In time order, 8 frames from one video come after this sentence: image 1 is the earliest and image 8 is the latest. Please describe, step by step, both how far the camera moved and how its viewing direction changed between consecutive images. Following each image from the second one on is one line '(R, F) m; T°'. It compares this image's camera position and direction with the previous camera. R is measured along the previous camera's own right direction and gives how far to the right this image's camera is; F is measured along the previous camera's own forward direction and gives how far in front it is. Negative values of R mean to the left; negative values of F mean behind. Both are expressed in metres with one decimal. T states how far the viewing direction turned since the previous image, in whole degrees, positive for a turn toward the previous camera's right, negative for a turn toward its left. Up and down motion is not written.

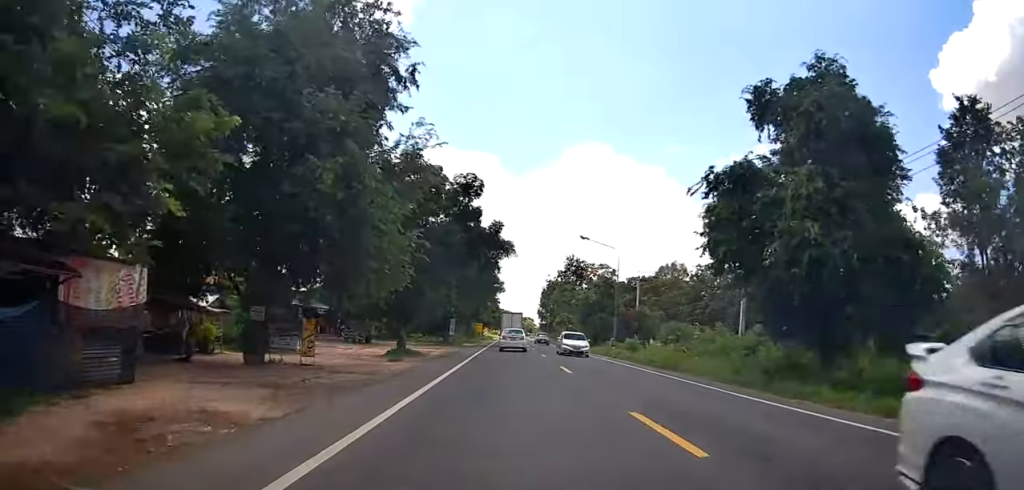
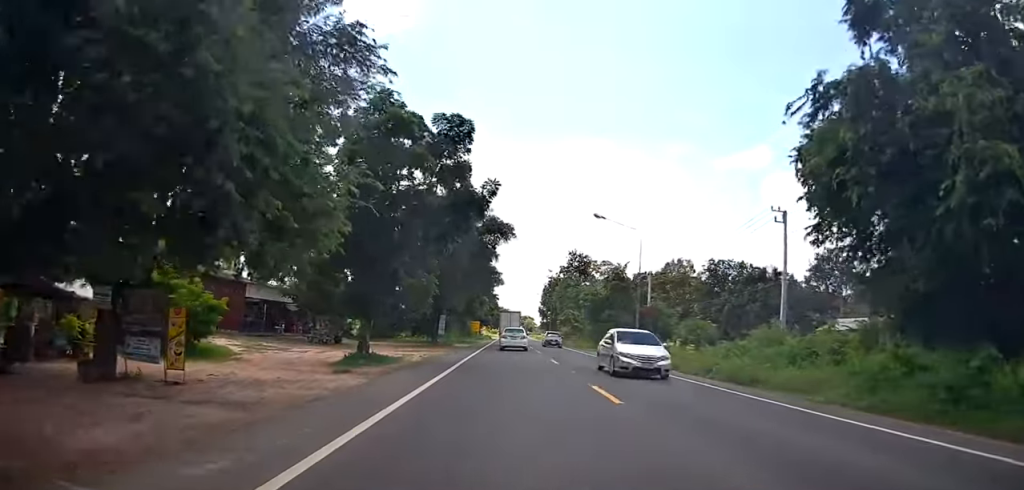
(+0.2, +7.7) m; -2°
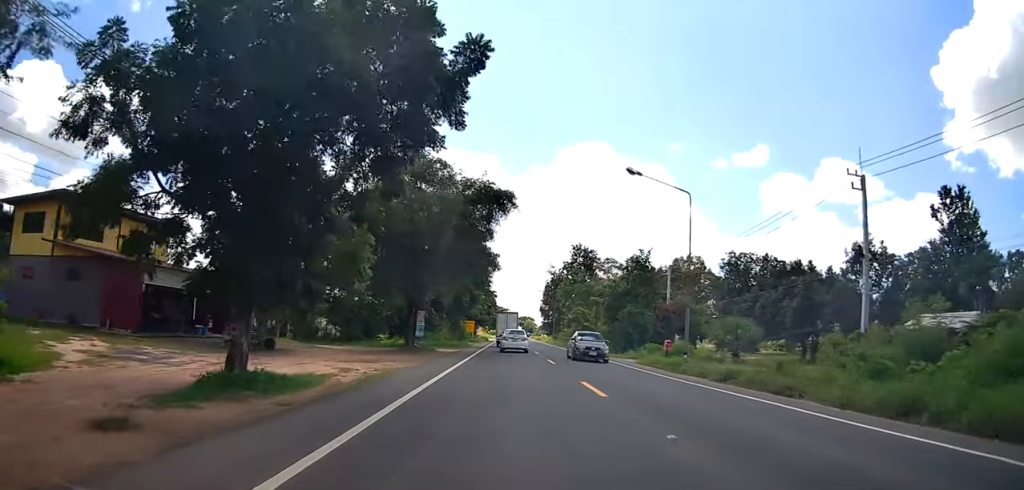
(-0.6, +10.8) m; 0°
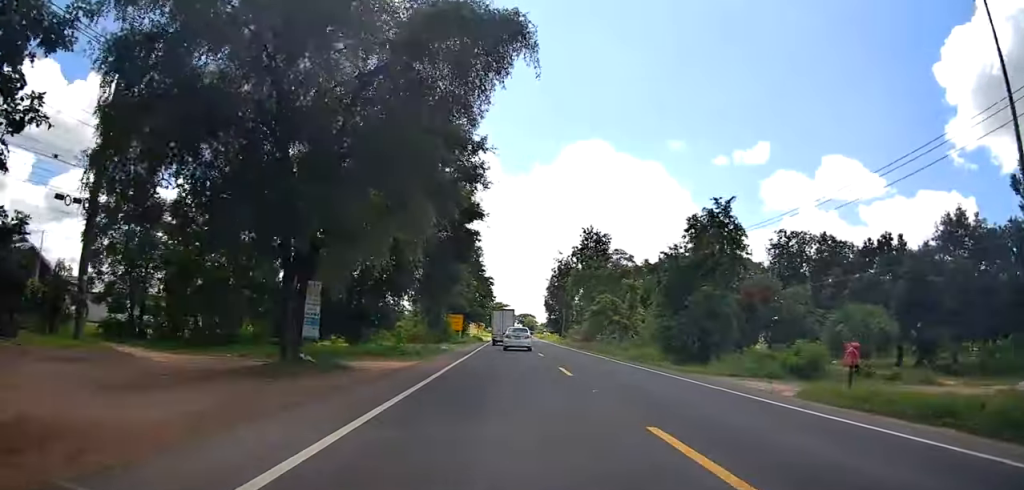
(+0.5, +19.1) m; +3°
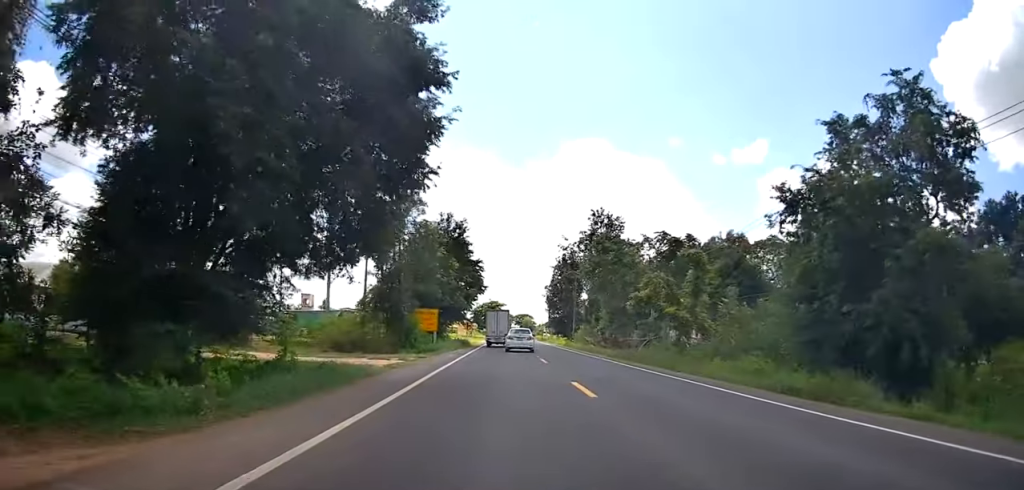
(+0.1, +17.4) m; +1°
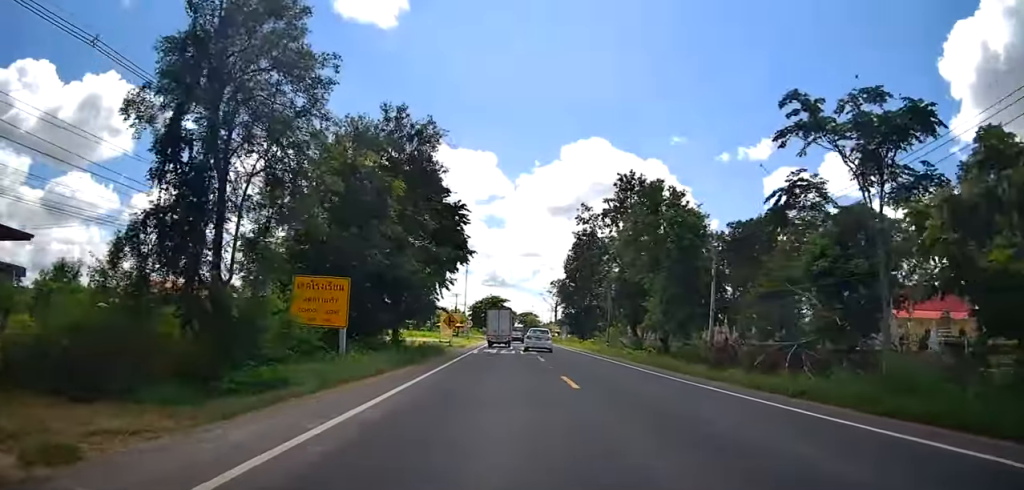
(+0.1, +22.3) m; 0°
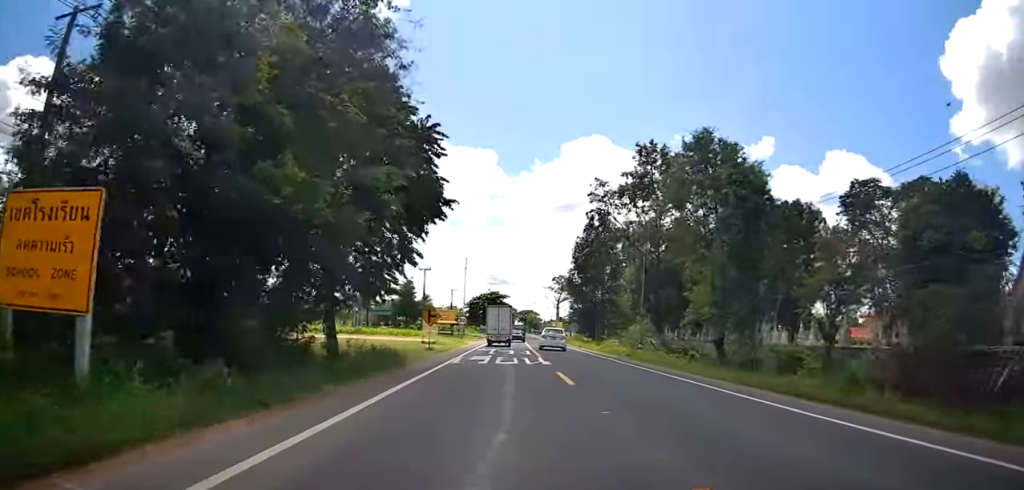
(0.0, +11.2) m; 0°
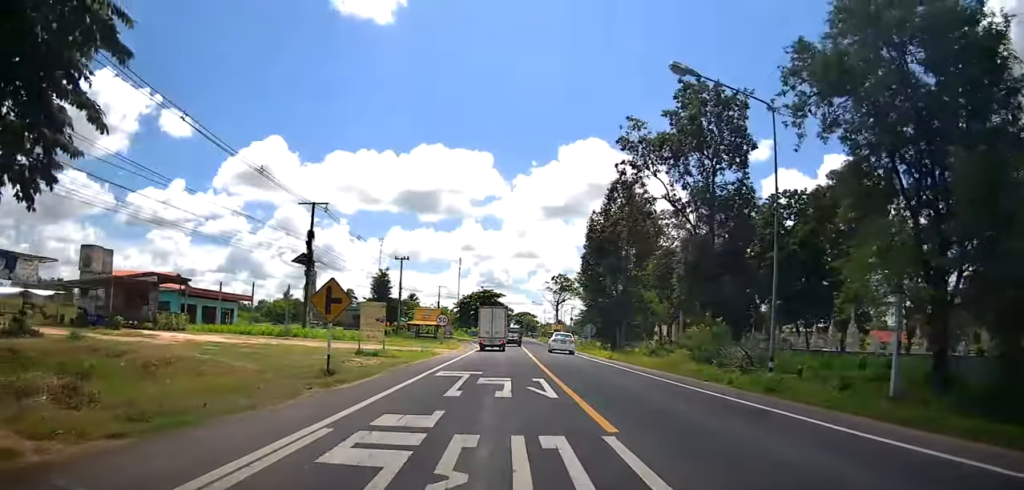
(0.0, +17.9) m; 0°
